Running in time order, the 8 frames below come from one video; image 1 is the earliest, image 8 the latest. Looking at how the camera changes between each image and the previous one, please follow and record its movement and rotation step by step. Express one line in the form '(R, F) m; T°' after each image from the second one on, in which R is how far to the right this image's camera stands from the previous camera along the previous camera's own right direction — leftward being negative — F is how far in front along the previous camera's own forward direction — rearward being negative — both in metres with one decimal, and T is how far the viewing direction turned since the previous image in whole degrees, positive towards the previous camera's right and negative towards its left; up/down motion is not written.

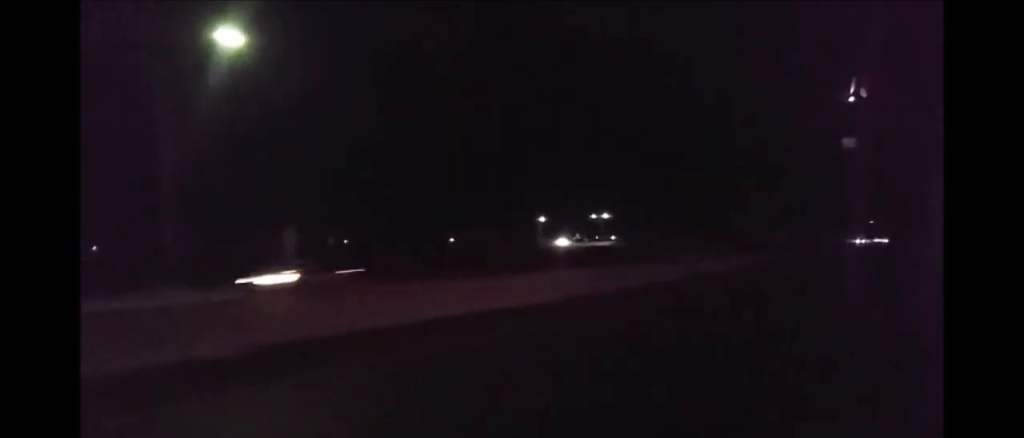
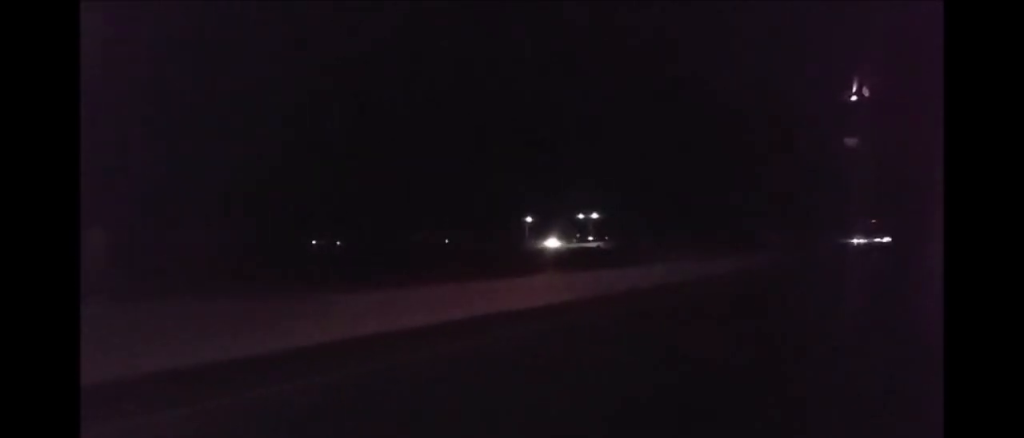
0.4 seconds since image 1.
(0.0, +11.7) m; 0°
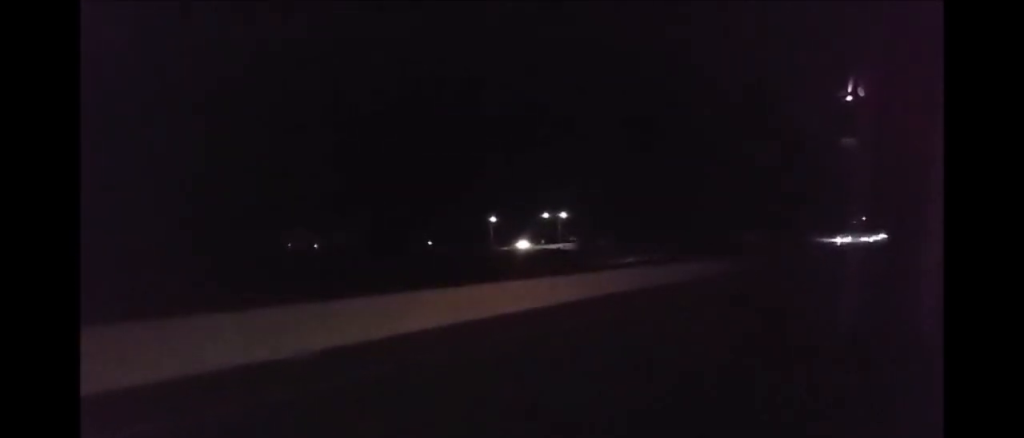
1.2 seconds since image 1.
(+0.3, +23.5) m; 0°
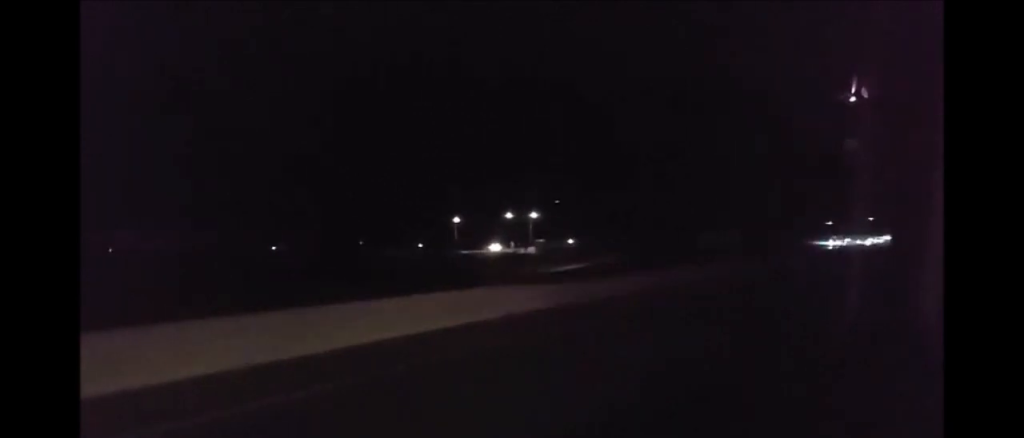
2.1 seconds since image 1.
(-0.3, +26.5) m; -1°
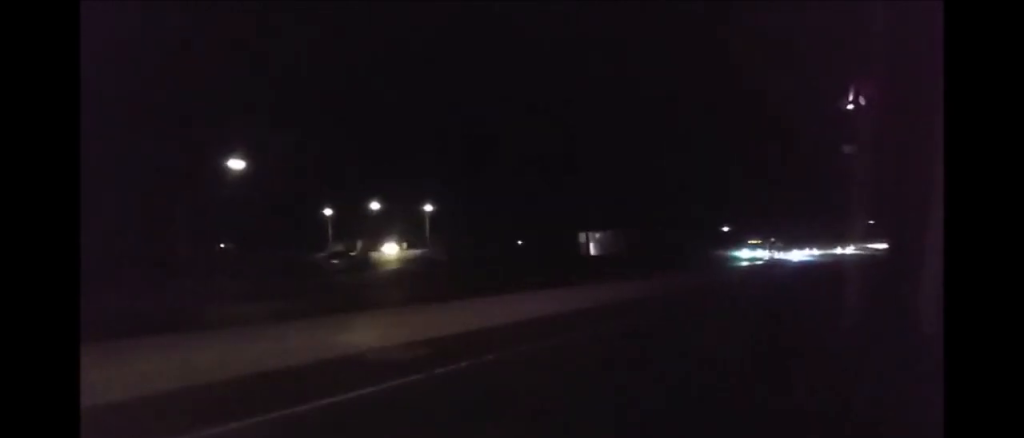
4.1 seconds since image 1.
(+0.6, +59.0) m; +1°
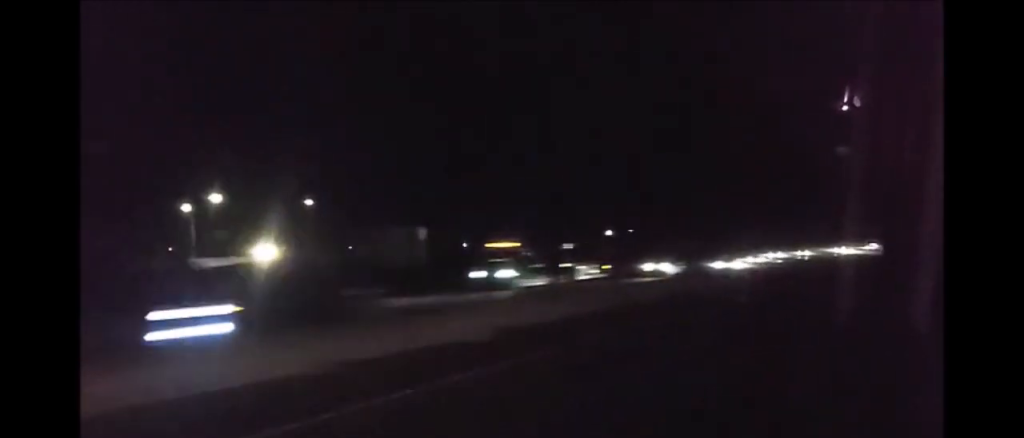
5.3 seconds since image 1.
(-0.4, +36.4) m; -1°
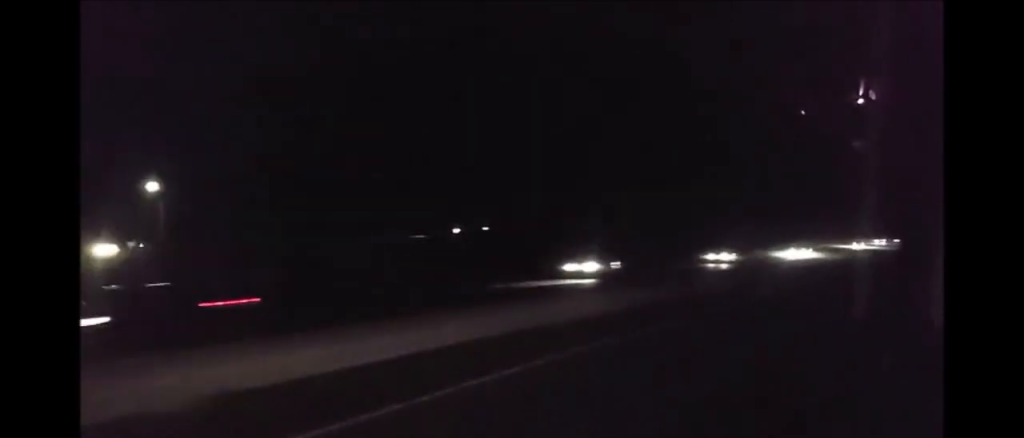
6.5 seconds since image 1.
(0.0, +34.5) m; +1°
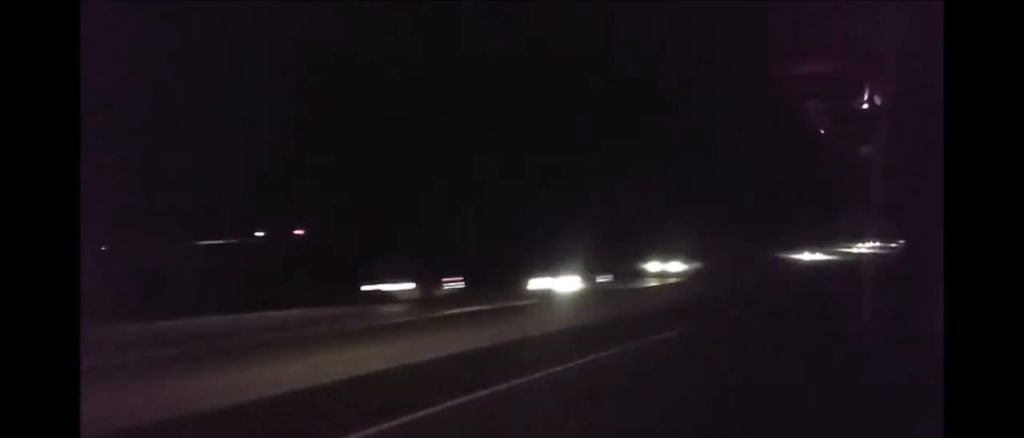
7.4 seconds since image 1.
(+0.4, +26.6) m; 0°
